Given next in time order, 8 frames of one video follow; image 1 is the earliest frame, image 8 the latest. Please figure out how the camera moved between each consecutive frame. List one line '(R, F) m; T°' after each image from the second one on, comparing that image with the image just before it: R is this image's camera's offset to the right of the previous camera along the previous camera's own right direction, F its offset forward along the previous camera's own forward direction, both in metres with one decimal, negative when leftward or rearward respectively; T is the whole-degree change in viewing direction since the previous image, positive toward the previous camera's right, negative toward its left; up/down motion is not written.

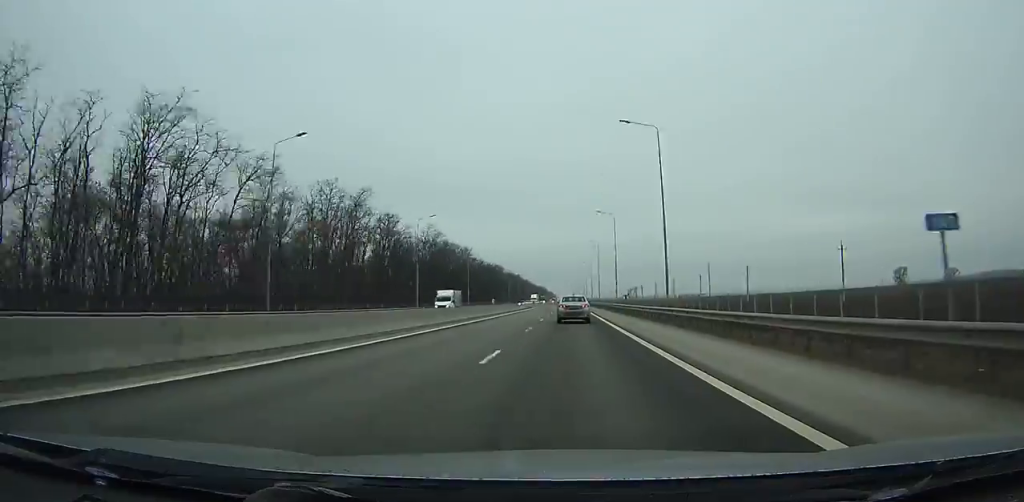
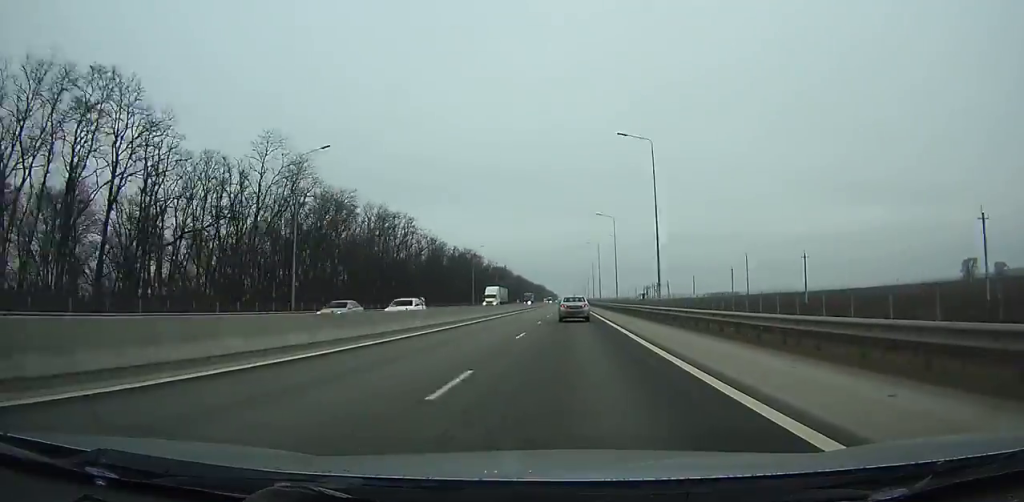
(+0.1, +76.9) m; 0°
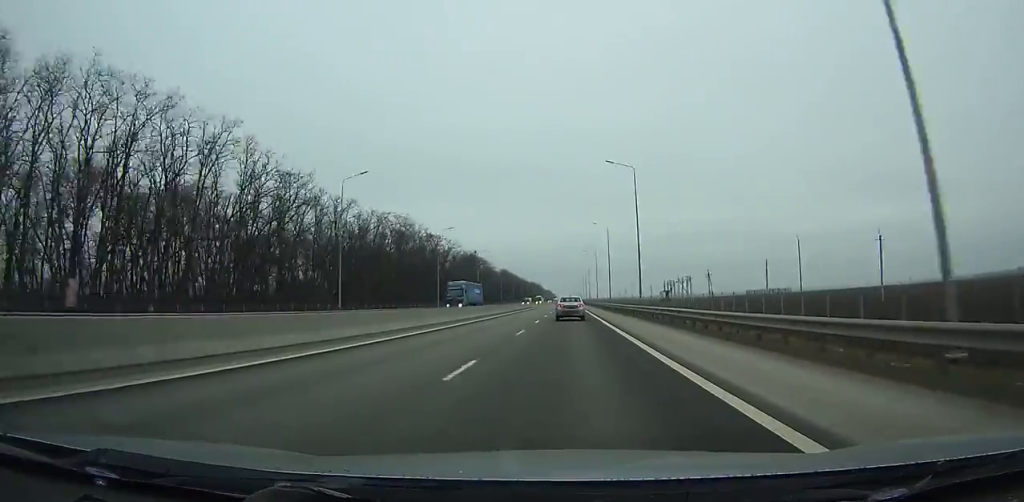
(0.0, +70.9) m; 0°
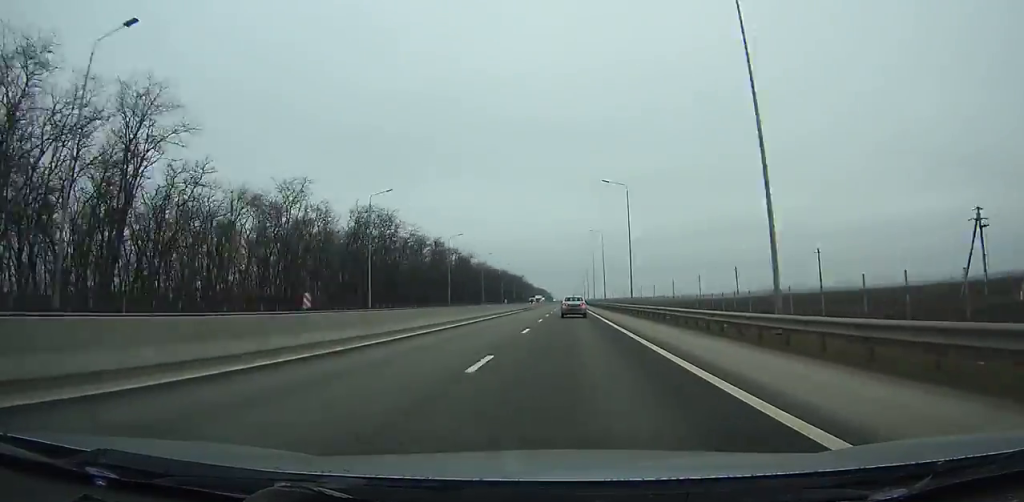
(-0.7, +192.6) m; 0°
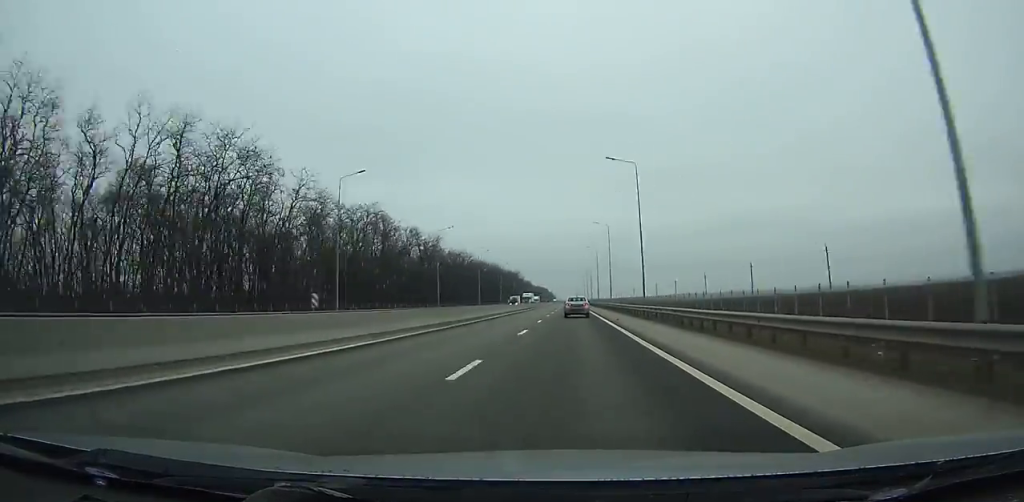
(0.0, +49.5) m; 0°
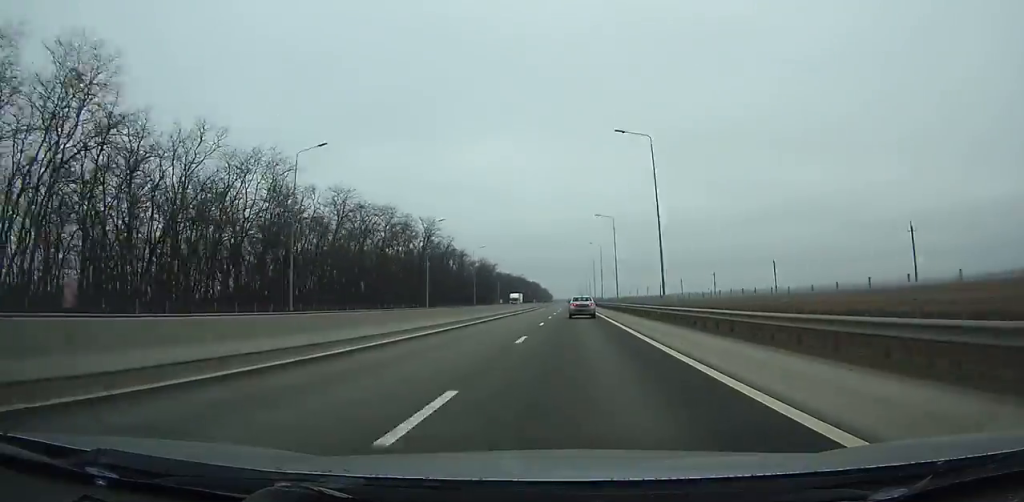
(0.0, +209.1) m; 0°
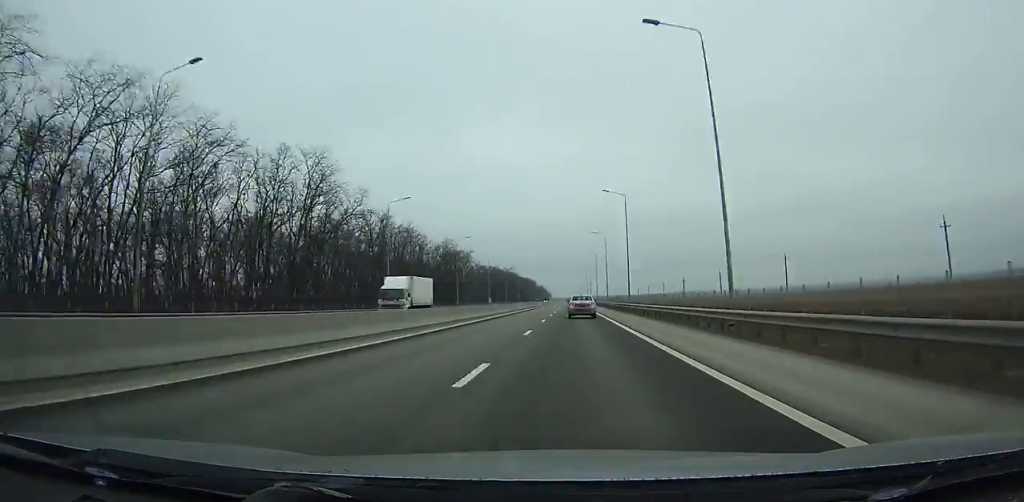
(+0.1, +56.4) m; 0°
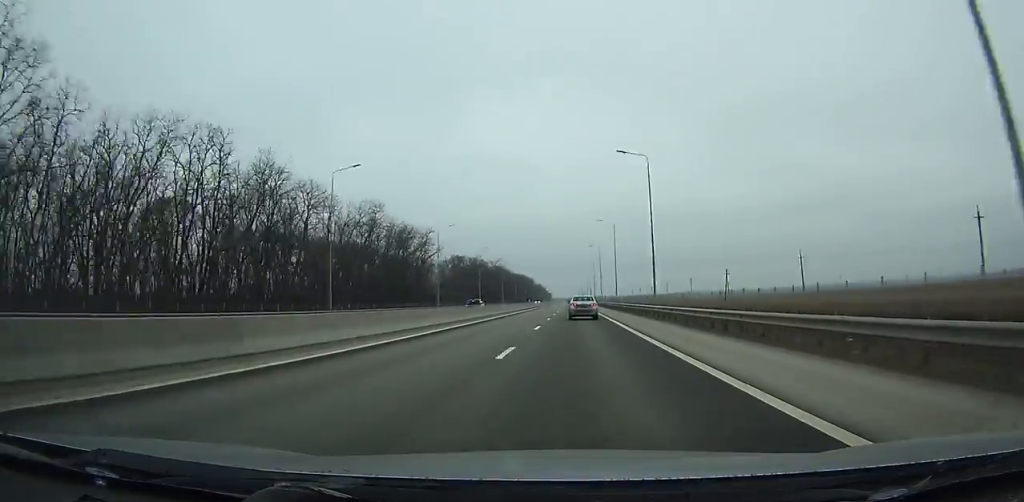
(+0.1, +56.3) m; 0°
